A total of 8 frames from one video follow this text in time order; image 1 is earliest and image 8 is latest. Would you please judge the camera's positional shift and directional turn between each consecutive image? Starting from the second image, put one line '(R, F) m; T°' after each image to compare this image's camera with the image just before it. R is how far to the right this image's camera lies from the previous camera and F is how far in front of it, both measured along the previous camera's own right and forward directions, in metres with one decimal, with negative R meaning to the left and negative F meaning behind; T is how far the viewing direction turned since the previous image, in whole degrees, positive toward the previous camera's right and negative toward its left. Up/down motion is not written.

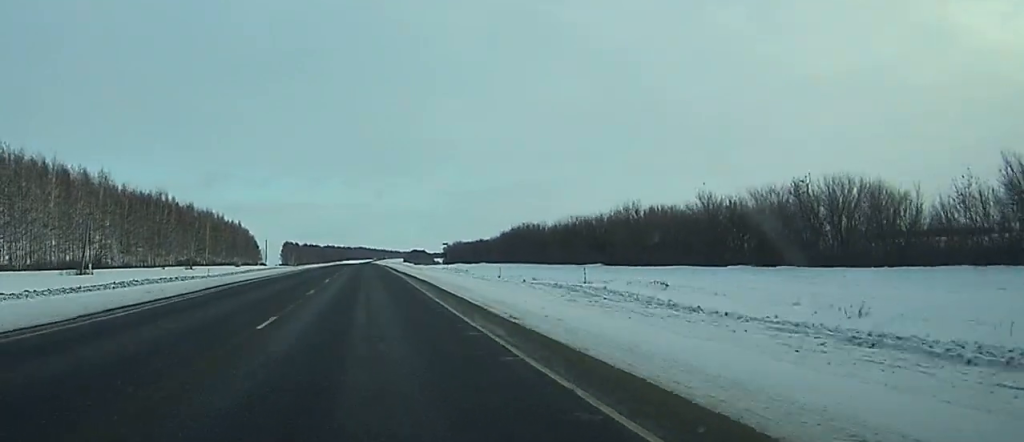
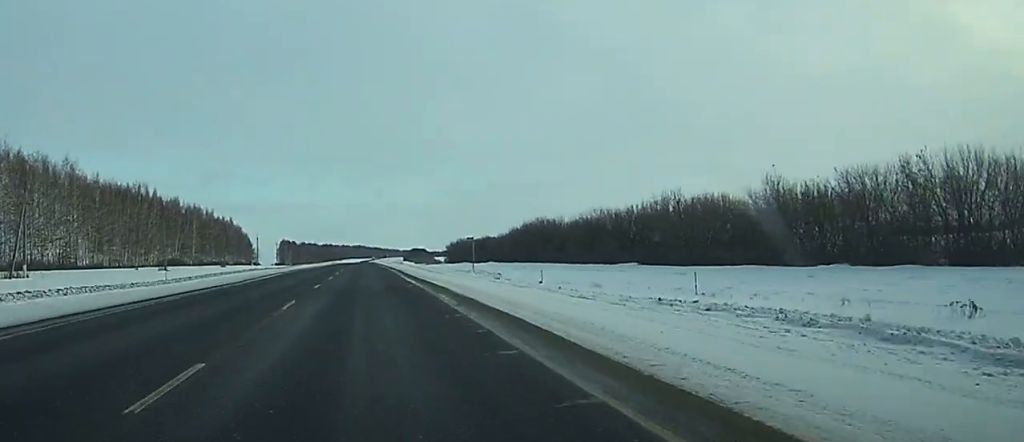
(0.0, +20.4) m; 0°
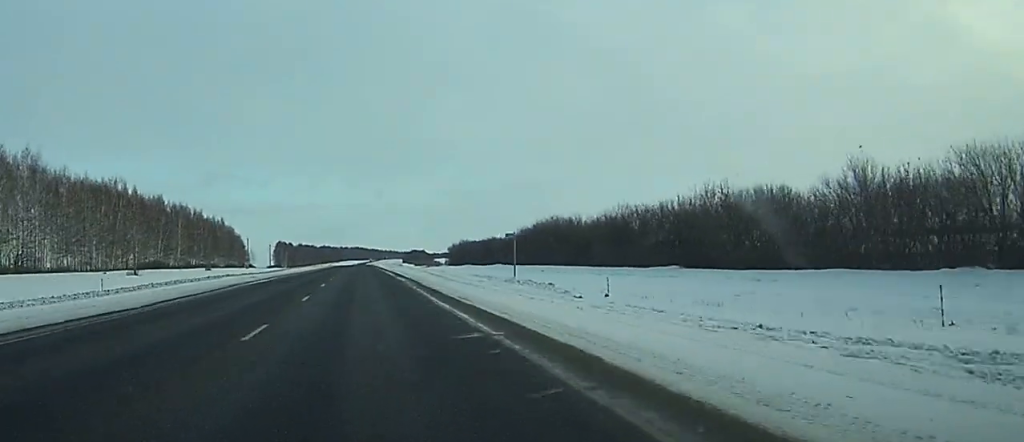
(0.0, +18.2) m; 0°
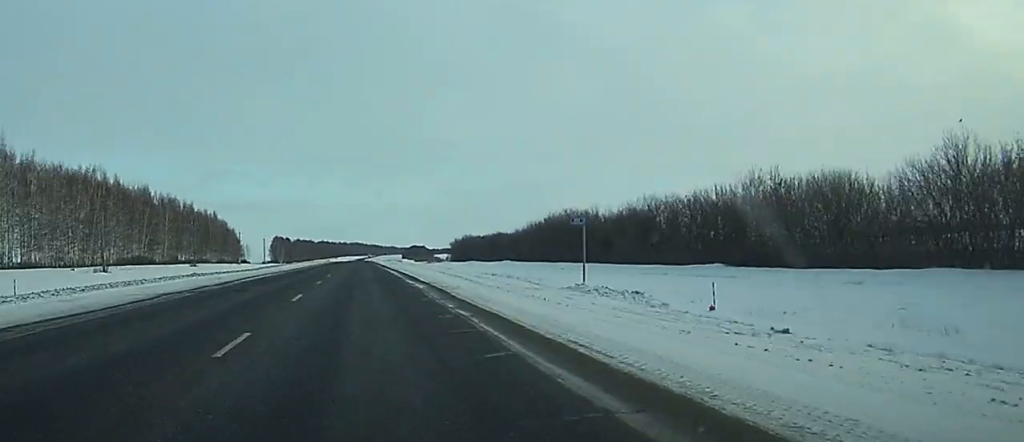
(0.0, +14.8) m; 0°
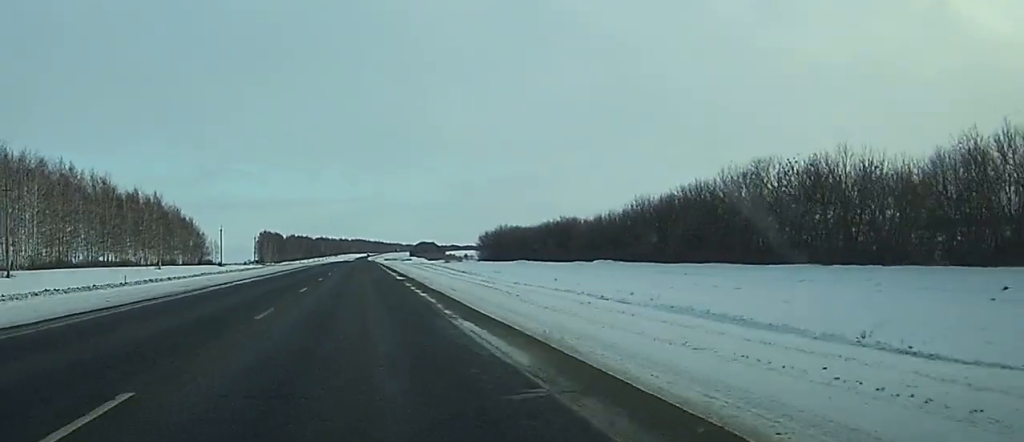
(+0.8, +92.9) m; 0°
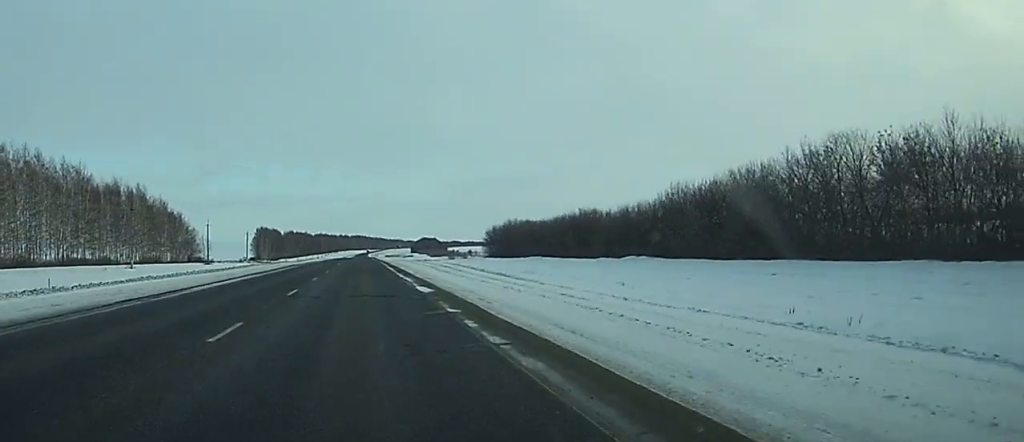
(-0.1, +17.3) m; 0°
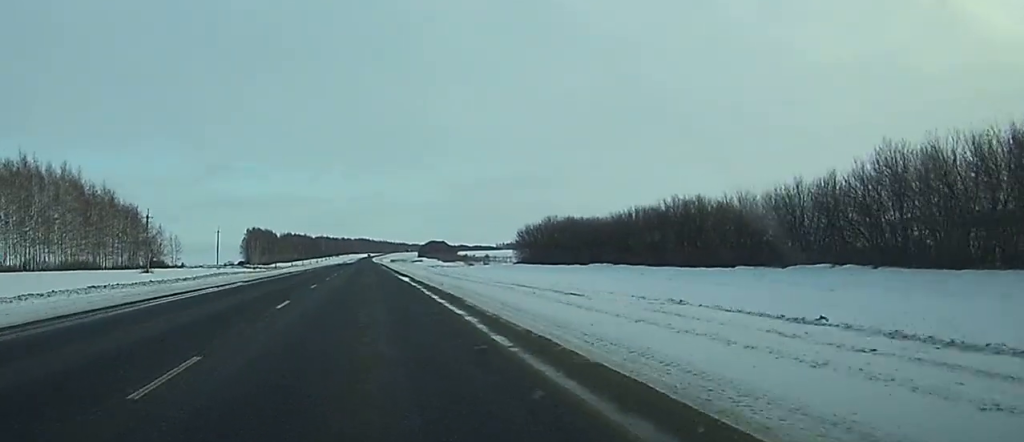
(-0.2, +54.3) m; 0°
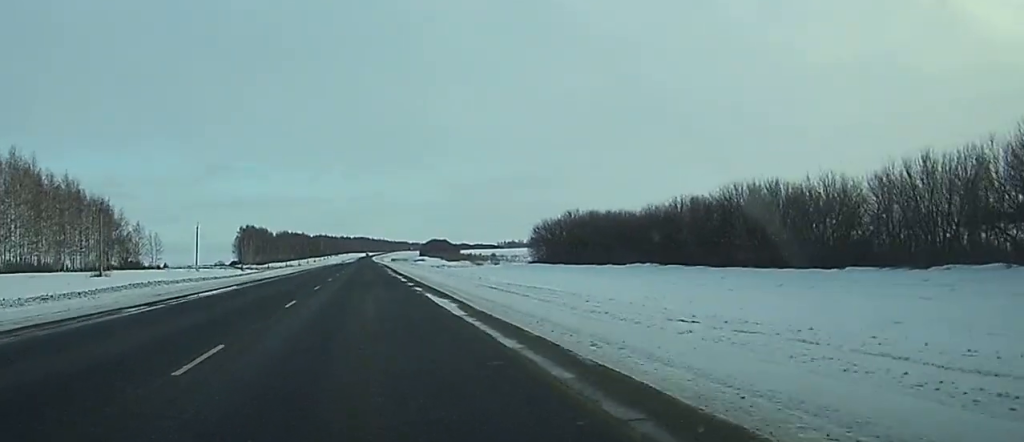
(0.0, +23.2) m; 0°
